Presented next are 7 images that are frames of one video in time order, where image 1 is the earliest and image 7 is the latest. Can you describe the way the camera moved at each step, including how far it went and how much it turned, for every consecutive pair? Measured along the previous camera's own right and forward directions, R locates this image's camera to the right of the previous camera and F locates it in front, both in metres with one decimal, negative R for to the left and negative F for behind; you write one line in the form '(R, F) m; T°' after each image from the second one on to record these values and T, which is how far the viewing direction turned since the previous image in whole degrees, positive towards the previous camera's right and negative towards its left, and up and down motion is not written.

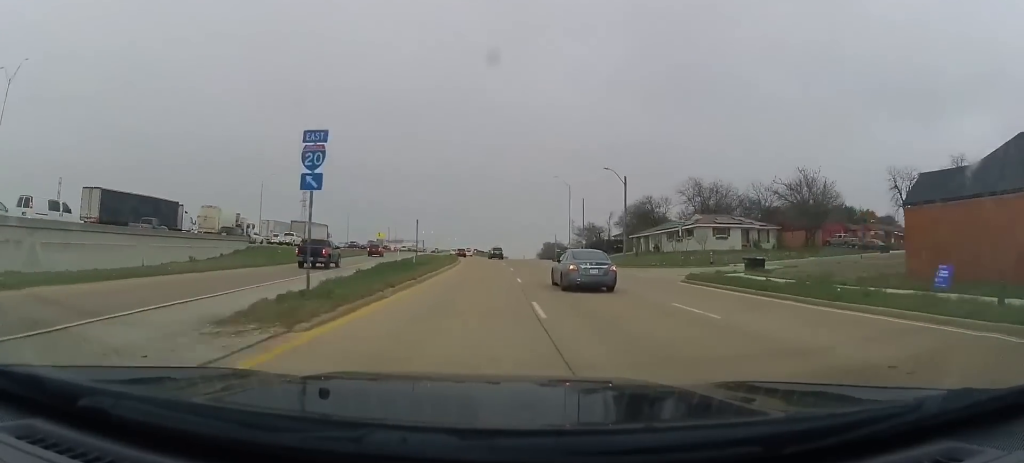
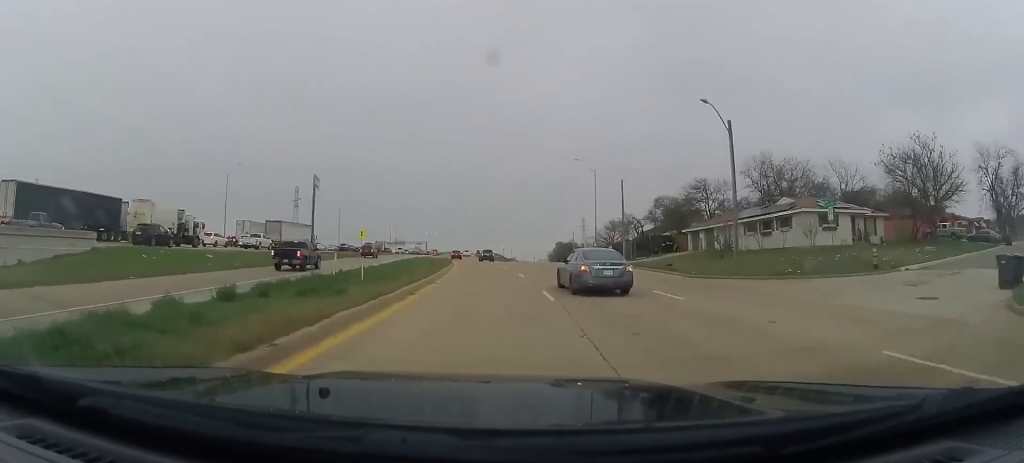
(0.0, +20.1) m; -1°
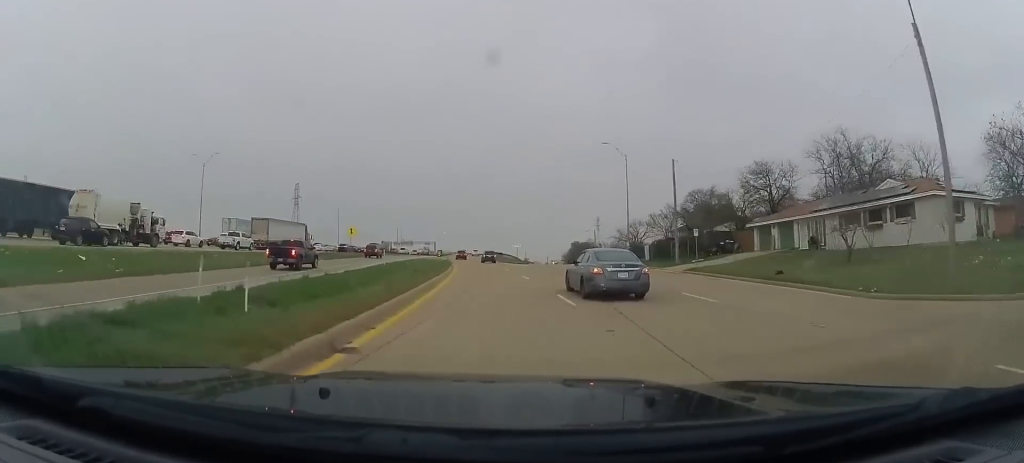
(-0.1, +13.4) m; -2°
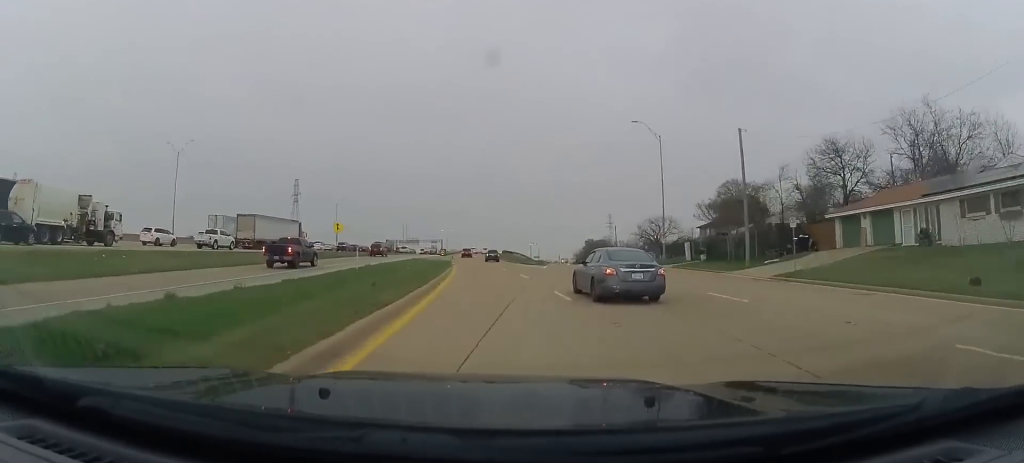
(-0.2, +10.5) m; -1°
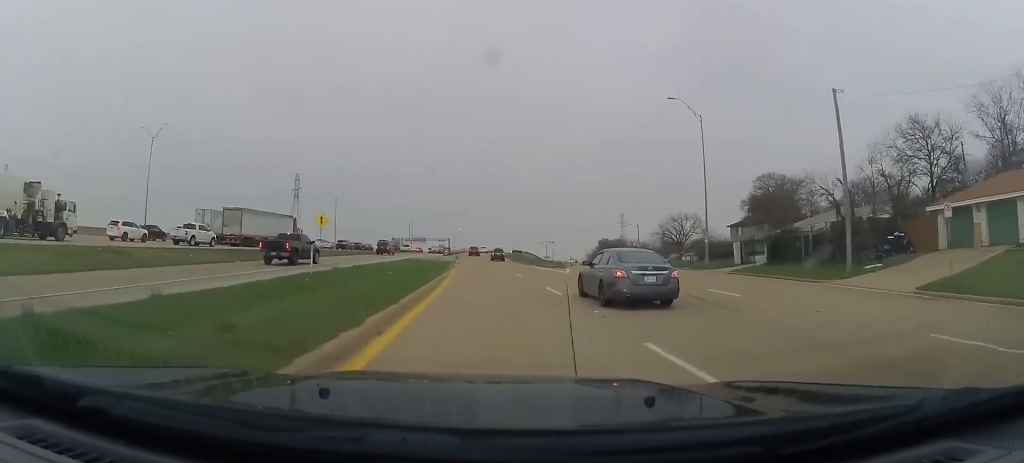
(0.0, +10.5) m; -1°
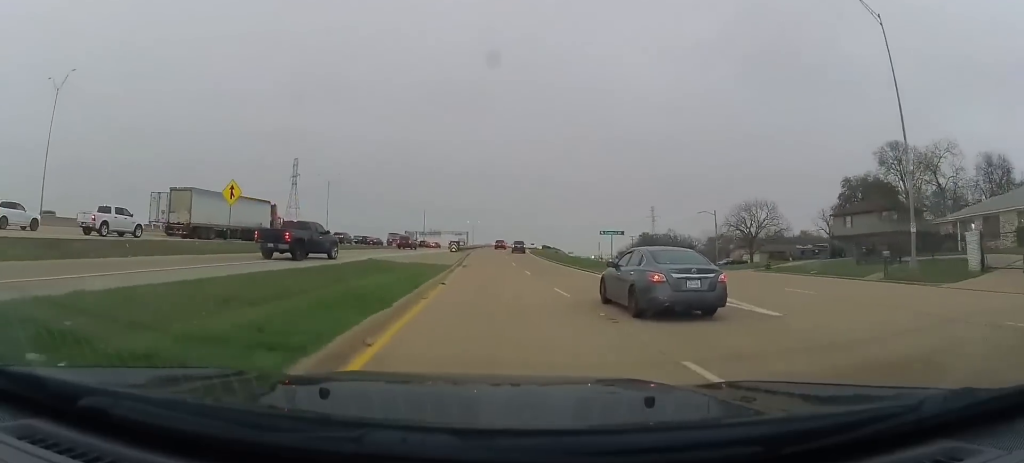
(-0.6, +24.7) m; -3°
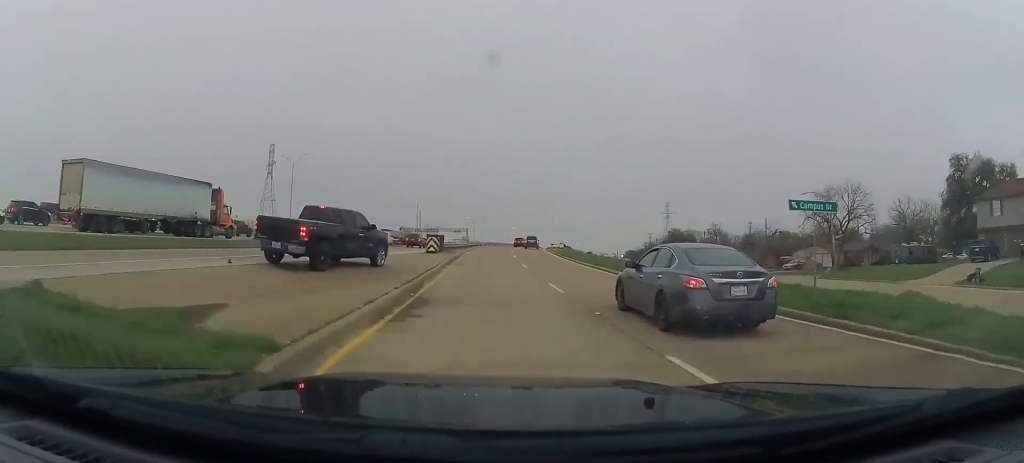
(-0.5, +23.2) m; 0°
